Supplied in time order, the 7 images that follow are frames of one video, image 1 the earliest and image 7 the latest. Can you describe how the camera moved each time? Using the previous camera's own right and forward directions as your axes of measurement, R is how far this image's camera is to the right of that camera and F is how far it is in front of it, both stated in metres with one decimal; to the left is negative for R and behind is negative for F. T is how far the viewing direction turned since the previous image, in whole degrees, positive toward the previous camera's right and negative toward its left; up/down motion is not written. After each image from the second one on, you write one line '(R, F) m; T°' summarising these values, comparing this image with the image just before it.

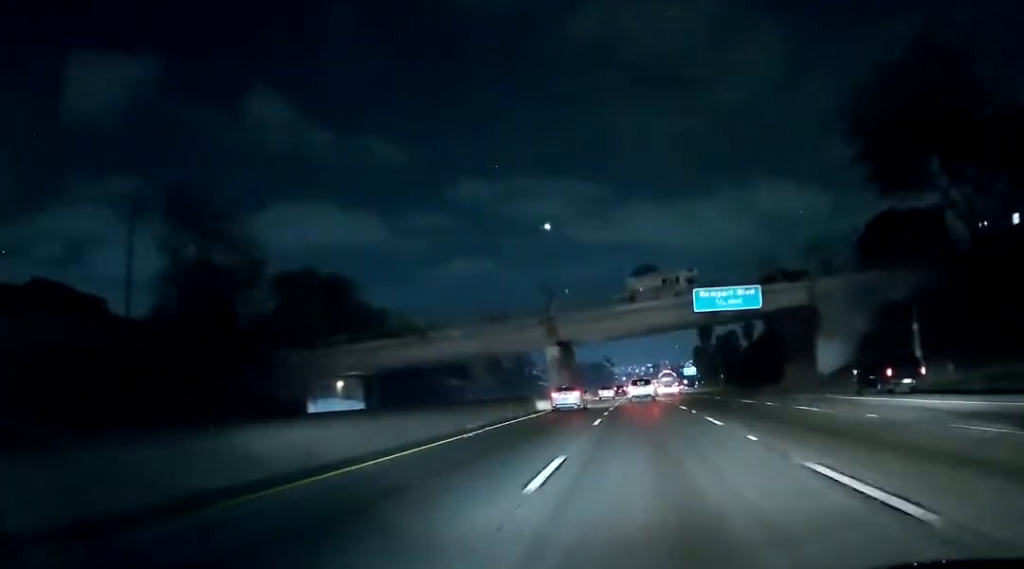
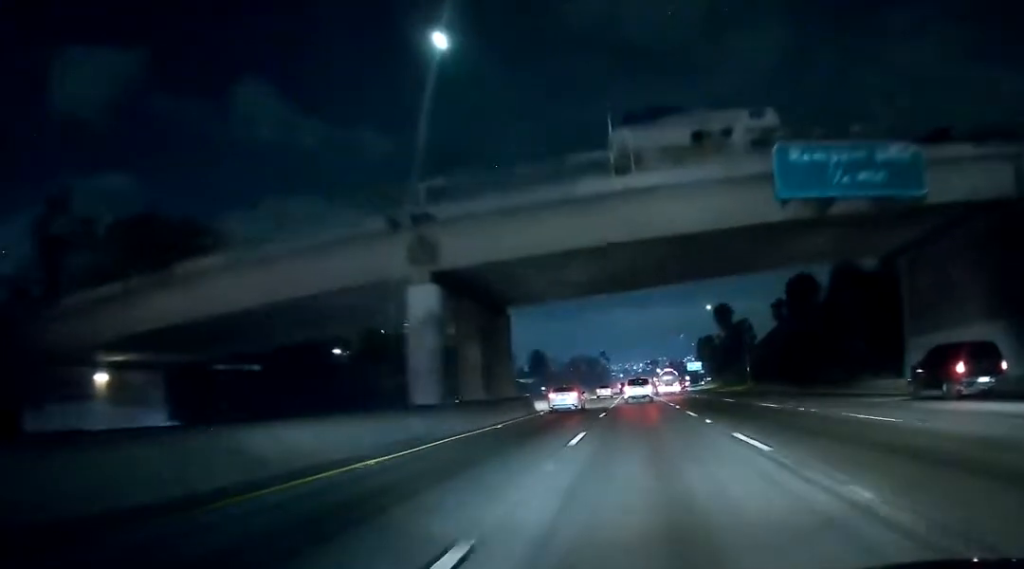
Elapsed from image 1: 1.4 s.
(+0.5, +37.7) m; 0°
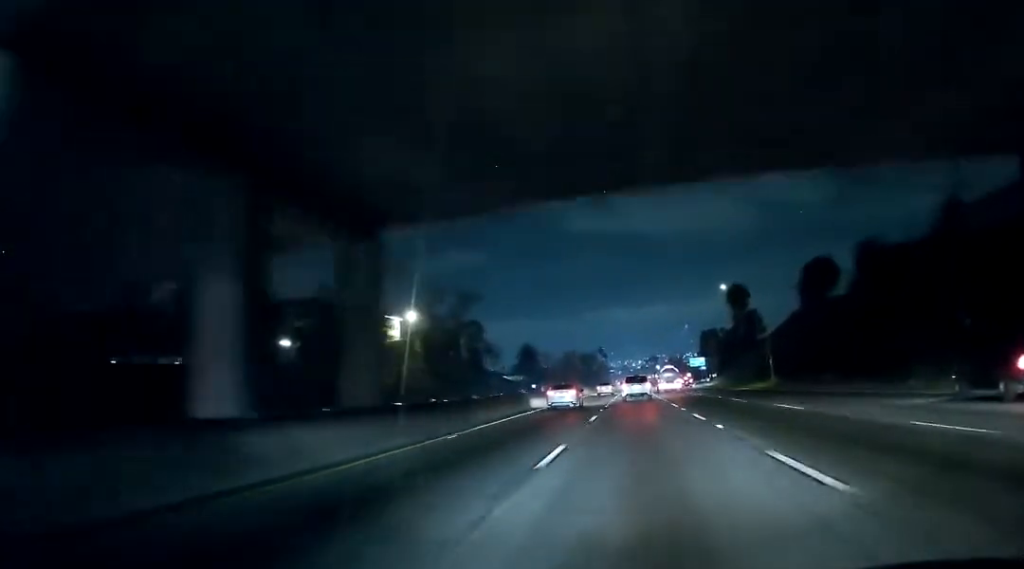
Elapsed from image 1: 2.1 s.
(-0.3, +19.3) m; 0°
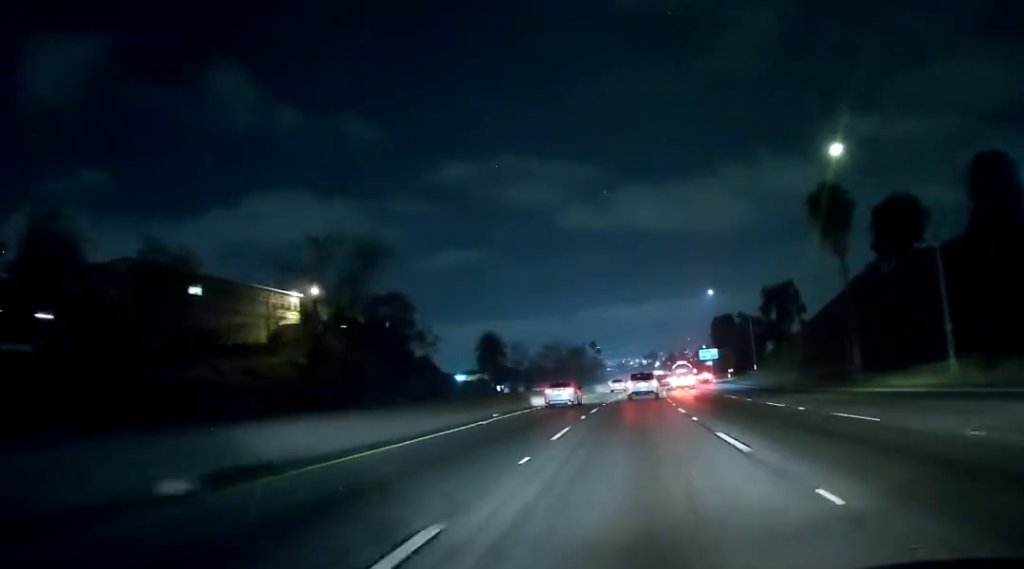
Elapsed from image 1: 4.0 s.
(0.0, +54.0) m; +1°
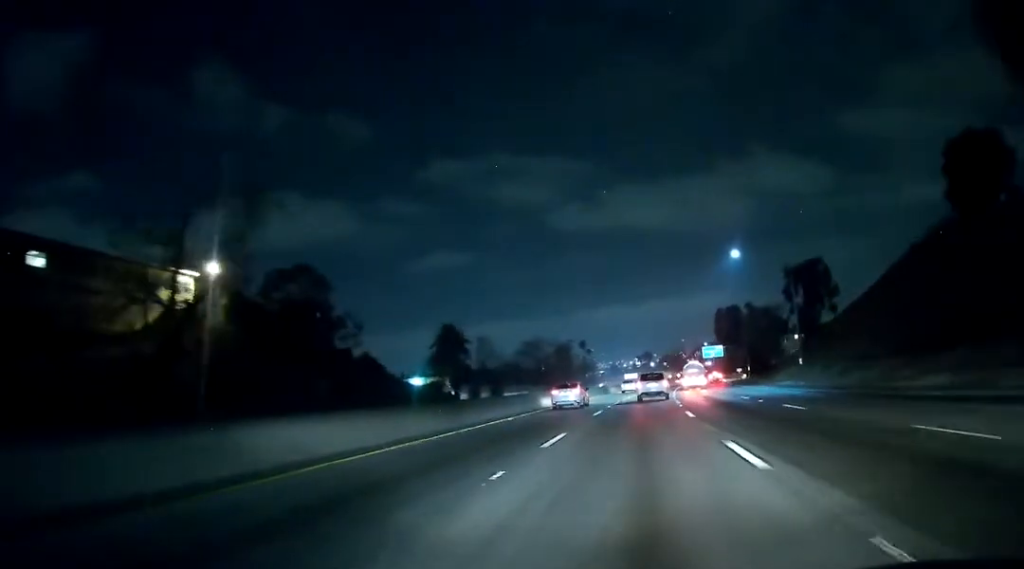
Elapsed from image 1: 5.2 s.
(+0.6, +31.4) m; +1°
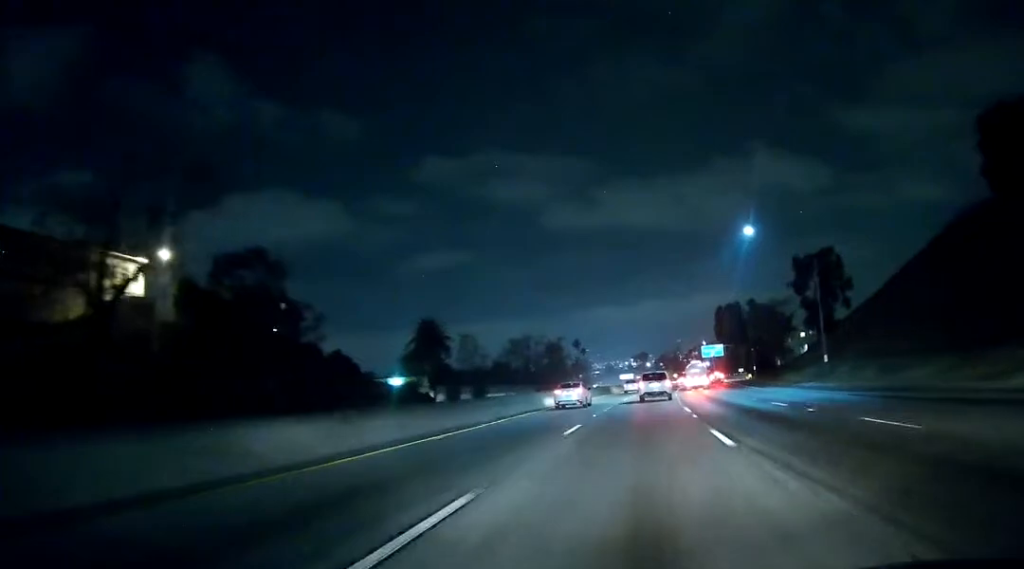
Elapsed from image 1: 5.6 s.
(-0.1, +10.7) m; 0°
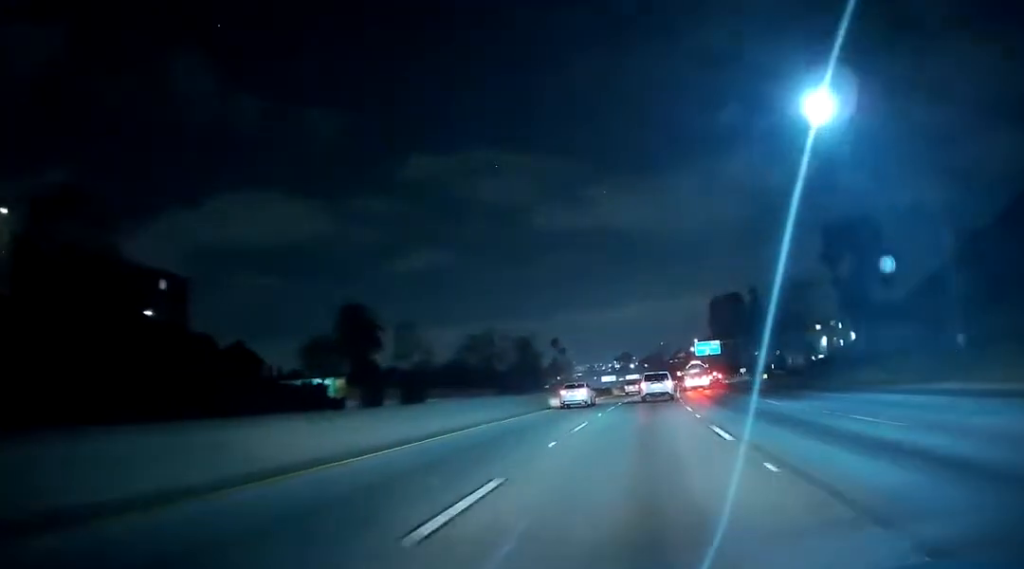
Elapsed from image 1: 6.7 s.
(+0.1, +28.3) m; +1°
